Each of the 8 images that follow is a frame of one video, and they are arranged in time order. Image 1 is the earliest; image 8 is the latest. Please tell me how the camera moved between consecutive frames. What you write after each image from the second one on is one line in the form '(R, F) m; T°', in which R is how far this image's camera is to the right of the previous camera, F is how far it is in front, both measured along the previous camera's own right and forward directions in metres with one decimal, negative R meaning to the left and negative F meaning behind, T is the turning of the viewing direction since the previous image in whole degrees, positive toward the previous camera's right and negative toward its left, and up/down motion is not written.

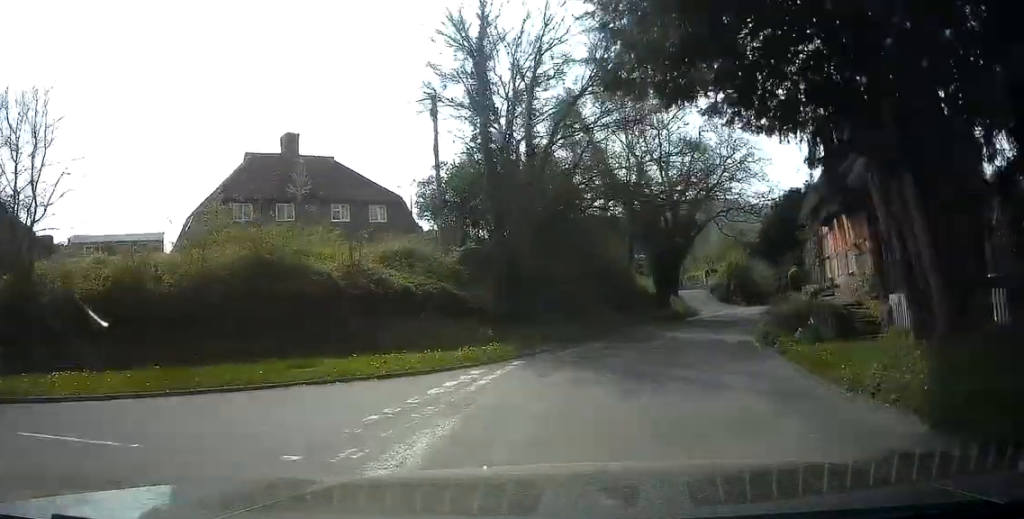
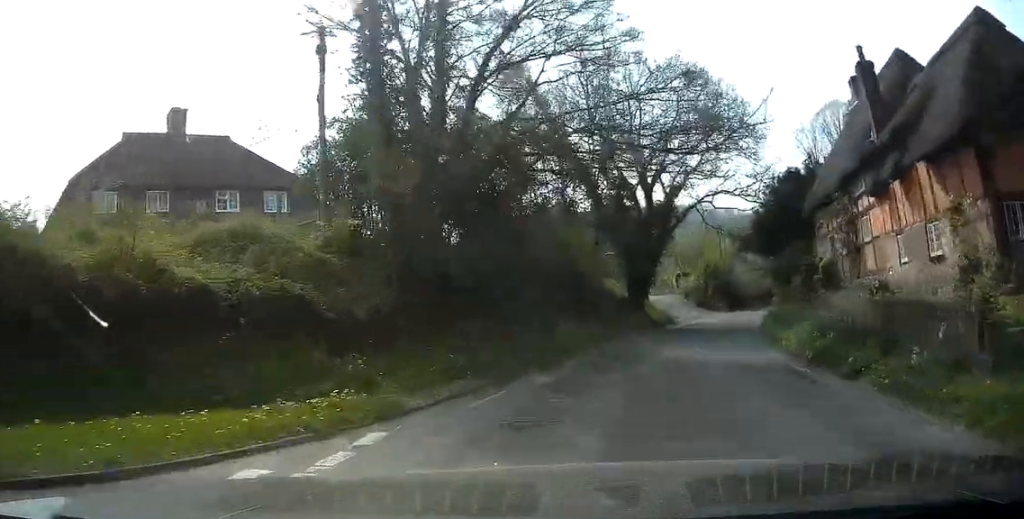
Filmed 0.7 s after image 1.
(+0.2, +9.0) m; +1°
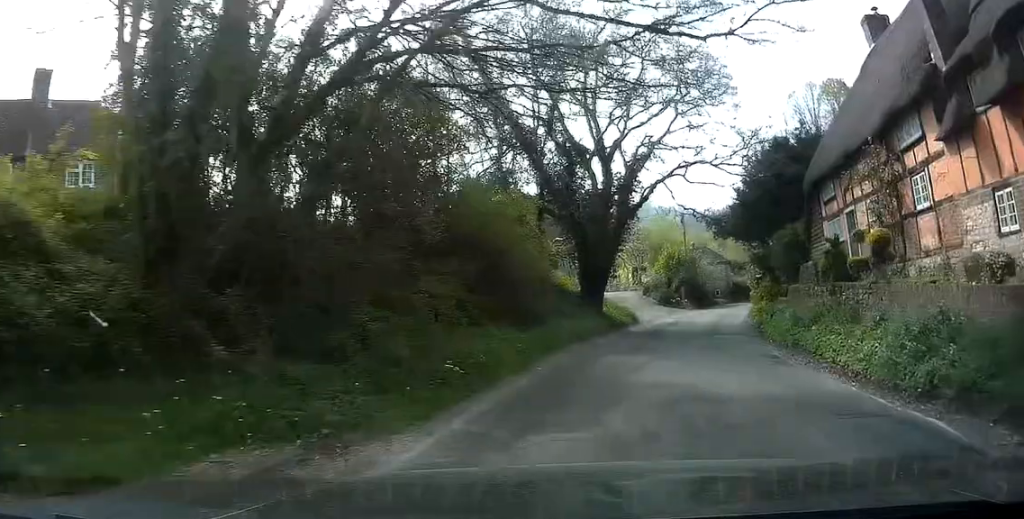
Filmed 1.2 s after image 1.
(+0.1, +7.5) m; +3°
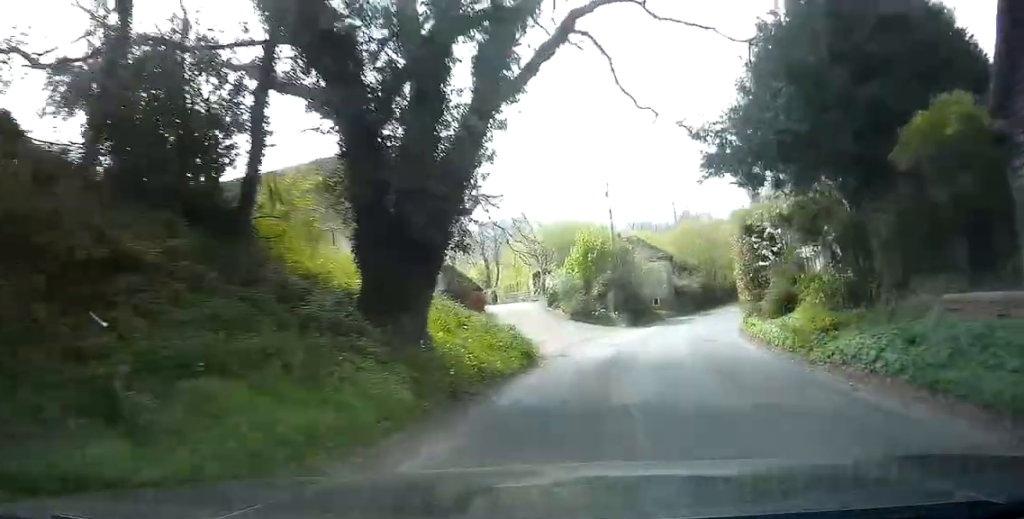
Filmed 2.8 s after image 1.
(+2.1, +21.4) m; +12°
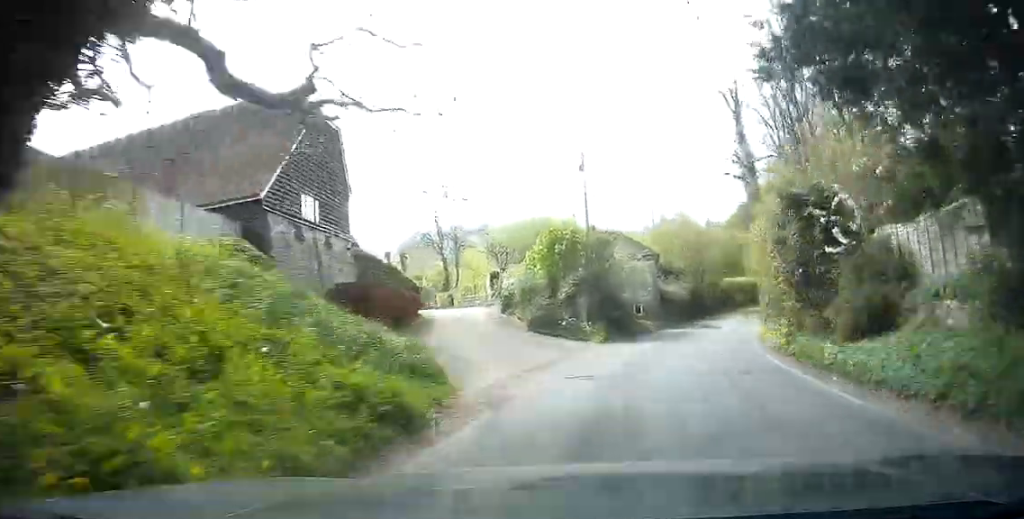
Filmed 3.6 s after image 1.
(+0.3, +9.4) m; +4°
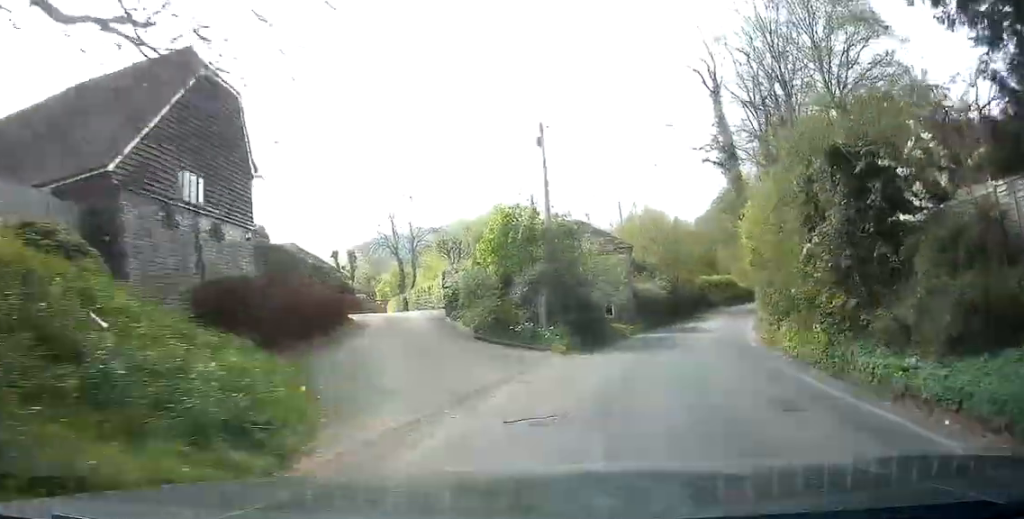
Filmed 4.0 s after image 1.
(0.0, +5.6) m; +2°
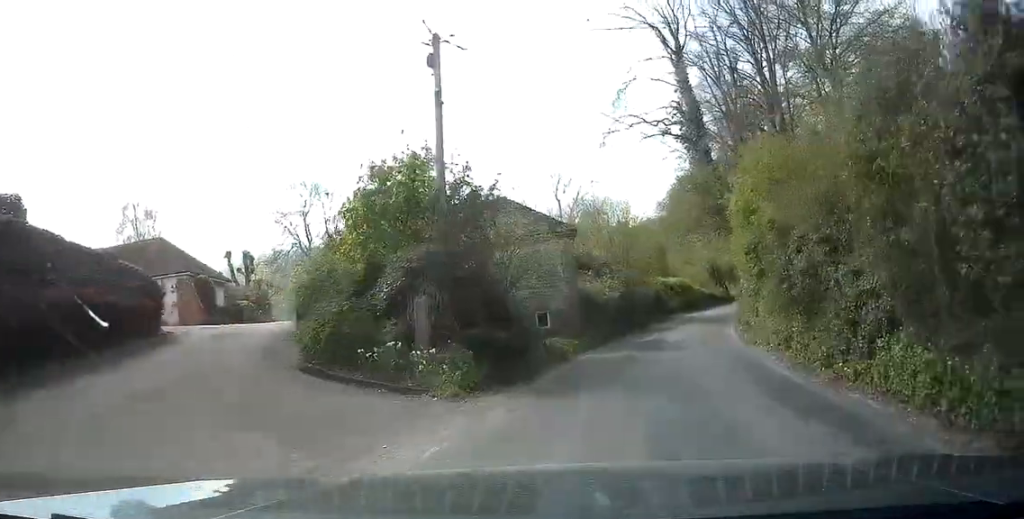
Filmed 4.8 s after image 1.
(+0.5, +9.3) m; +3°
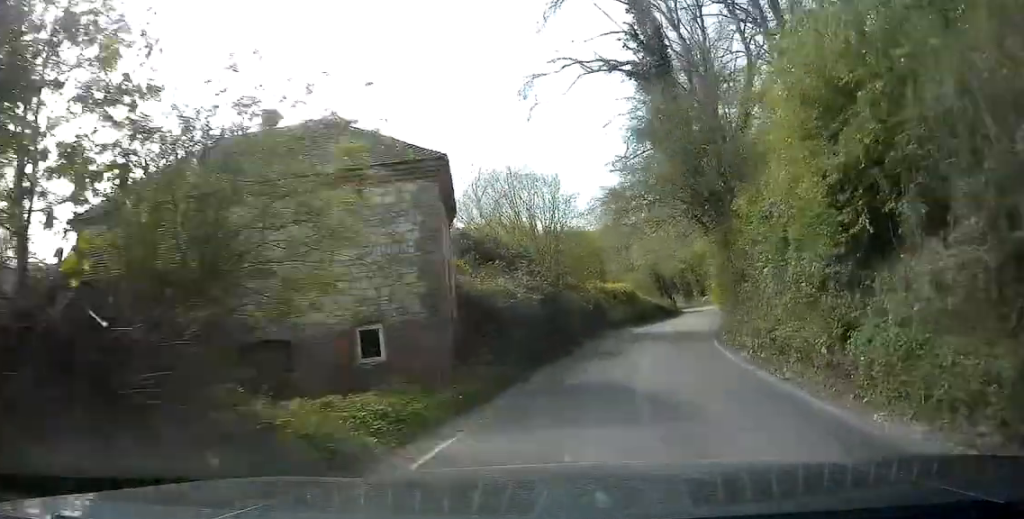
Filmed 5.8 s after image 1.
(+0.2, +12.3) m; +3°
